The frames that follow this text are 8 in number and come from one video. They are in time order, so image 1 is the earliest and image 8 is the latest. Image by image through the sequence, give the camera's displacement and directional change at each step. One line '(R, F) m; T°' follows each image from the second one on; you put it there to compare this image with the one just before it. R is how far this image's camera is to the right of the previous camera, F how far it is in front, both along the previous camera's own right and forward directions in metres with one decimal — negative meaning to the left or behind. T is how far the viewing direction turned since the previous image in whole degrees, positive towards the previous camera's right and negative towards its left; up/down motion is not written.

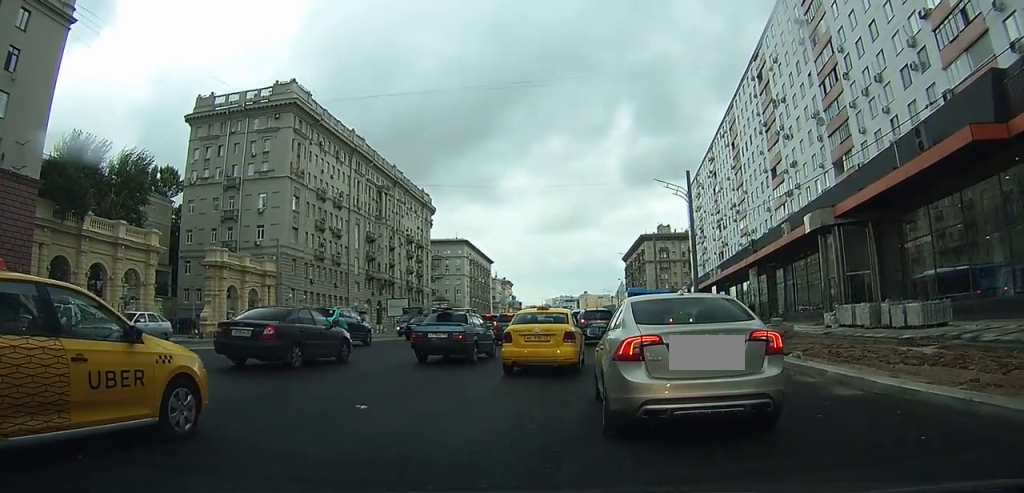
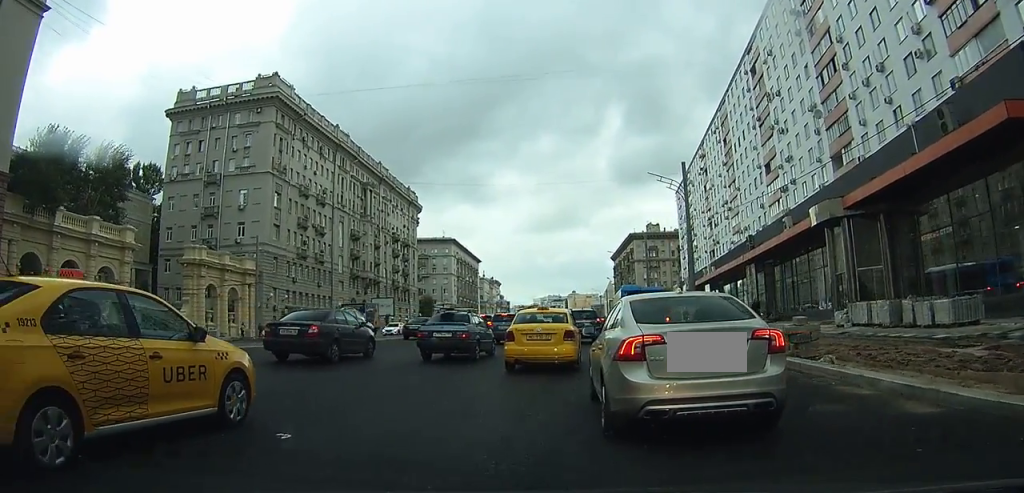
(0.0, +2.0) m; +2°
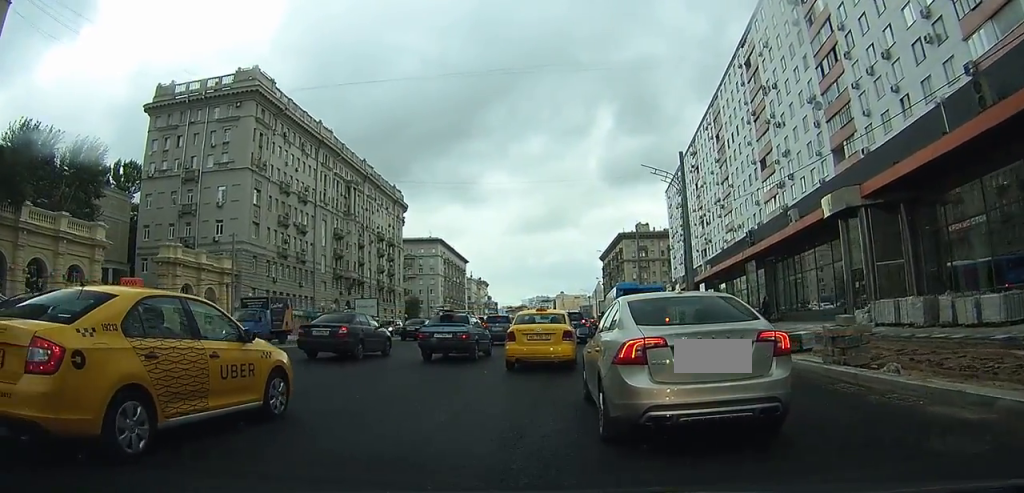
(0.0, +2.4) m; +2°
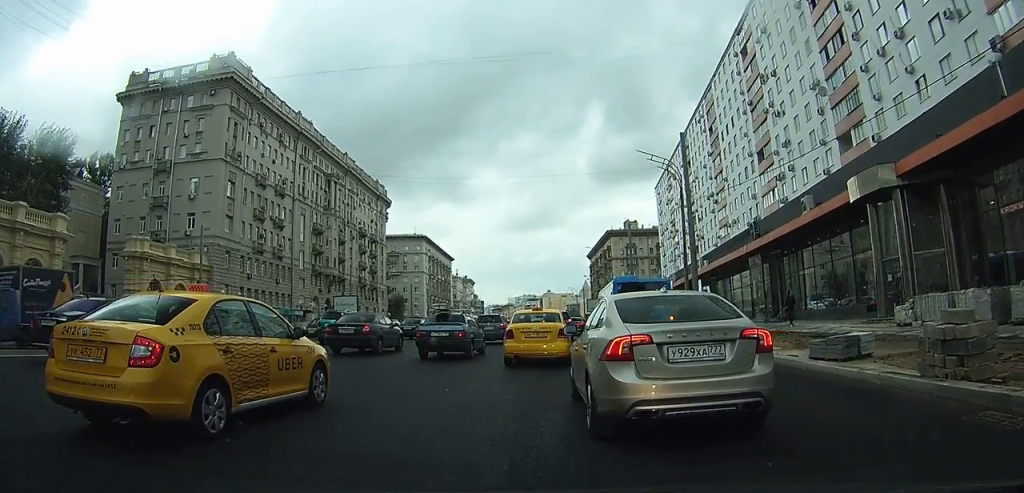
(+0.1, +3.5) m; +3°
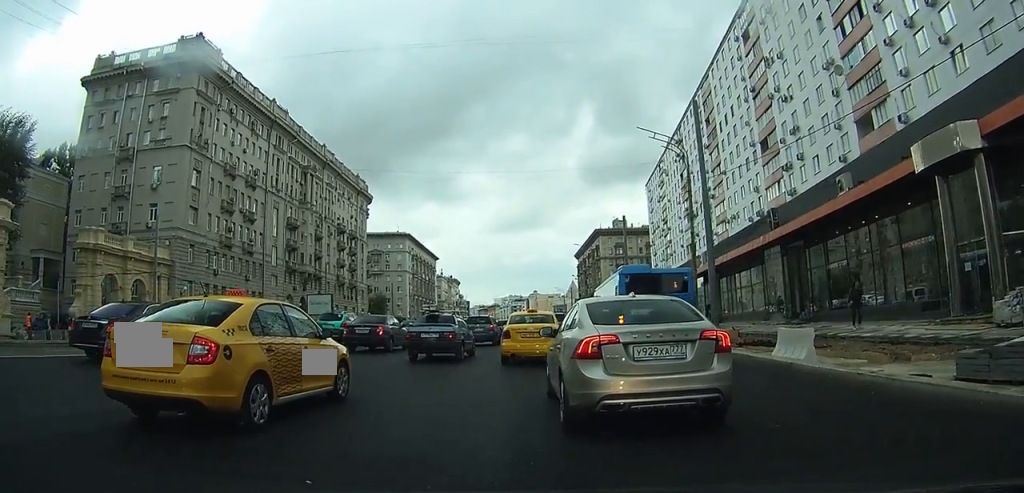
(+0.2, +5.1) m; +1°
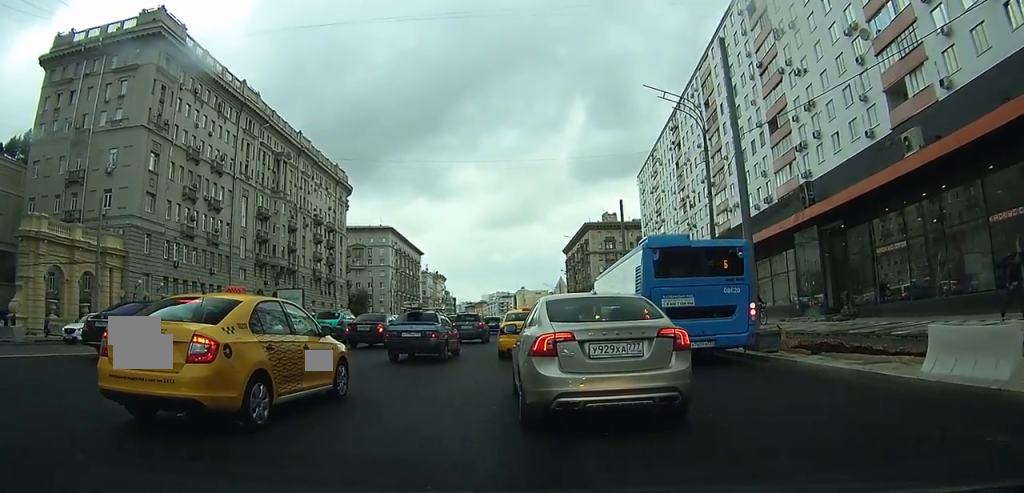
(-0.1, +5.8) m; -3°
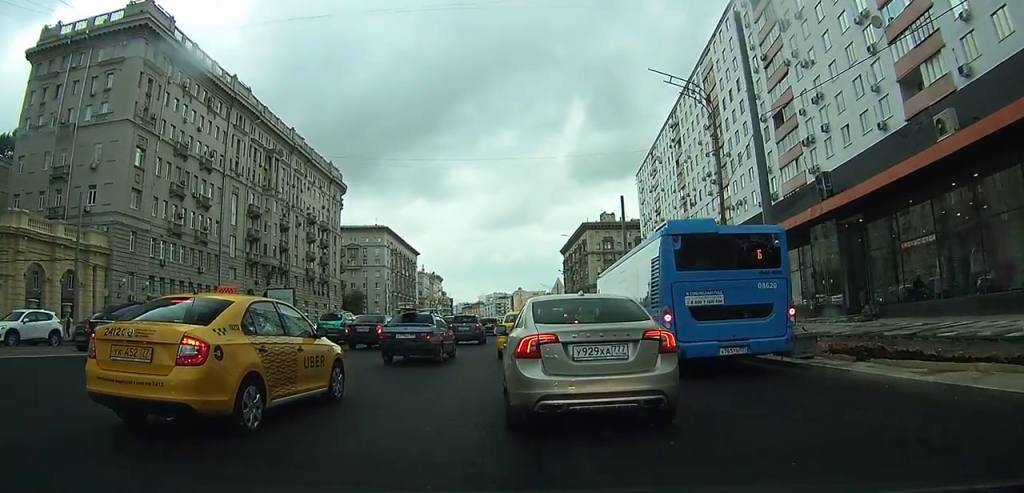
(0.0, +2.1) m; -1°
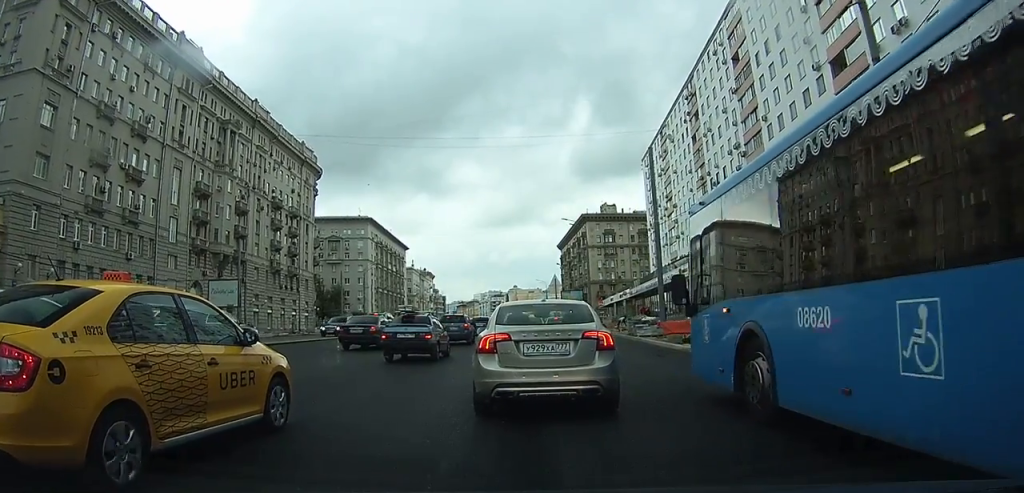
(-0.1, +13.3) m; +1°
